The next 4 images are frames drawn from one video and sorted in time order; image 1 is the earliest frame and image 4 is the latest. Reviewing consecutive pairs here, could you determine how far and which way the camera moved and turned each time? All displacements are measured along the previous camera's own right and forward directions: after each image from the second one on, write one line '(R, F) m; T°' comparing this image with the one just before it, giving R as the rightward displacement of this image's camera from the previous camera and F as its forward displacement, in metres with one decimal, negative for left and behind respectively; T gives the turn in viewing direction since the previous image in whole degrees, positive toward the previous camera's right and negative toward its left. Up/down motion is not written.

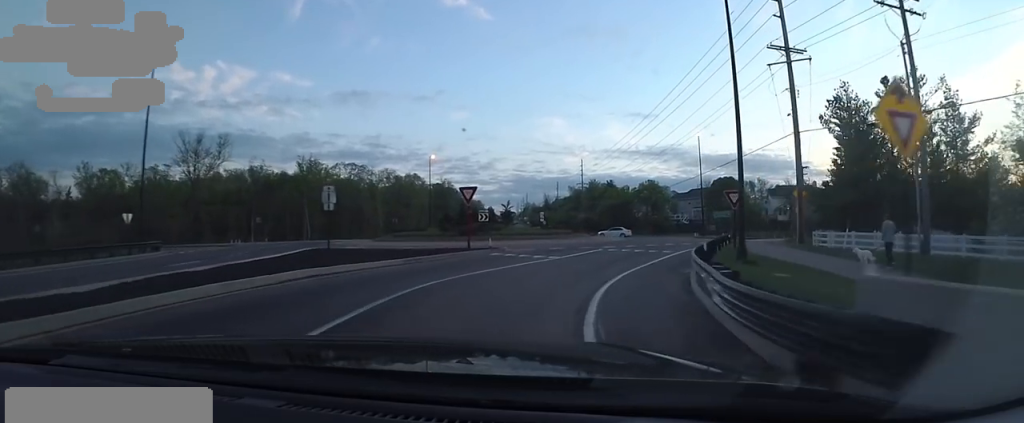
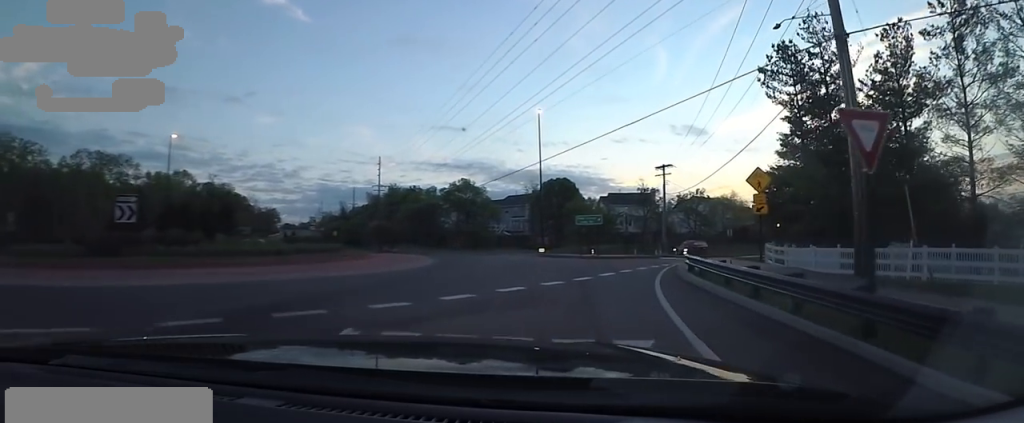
(+4.6, +20.8) m; +22°
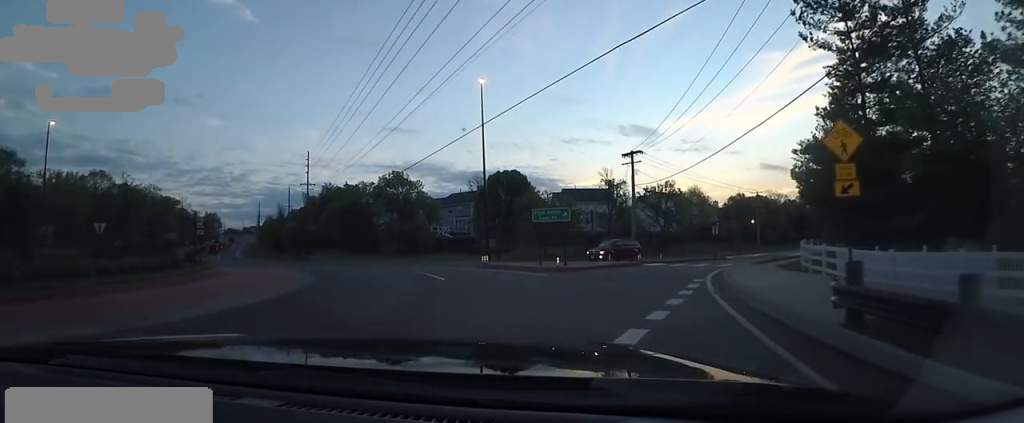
(0.0, +9.8) m; 0°
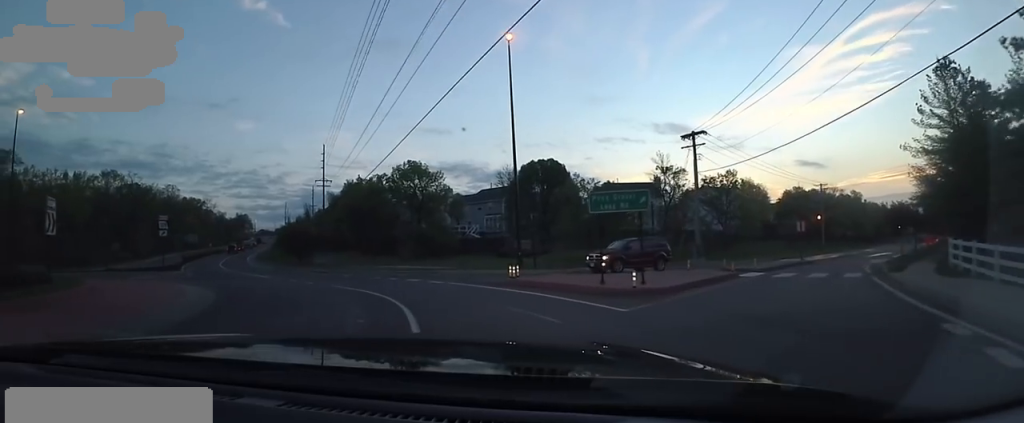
(0.0, +8.6) m; -3°
